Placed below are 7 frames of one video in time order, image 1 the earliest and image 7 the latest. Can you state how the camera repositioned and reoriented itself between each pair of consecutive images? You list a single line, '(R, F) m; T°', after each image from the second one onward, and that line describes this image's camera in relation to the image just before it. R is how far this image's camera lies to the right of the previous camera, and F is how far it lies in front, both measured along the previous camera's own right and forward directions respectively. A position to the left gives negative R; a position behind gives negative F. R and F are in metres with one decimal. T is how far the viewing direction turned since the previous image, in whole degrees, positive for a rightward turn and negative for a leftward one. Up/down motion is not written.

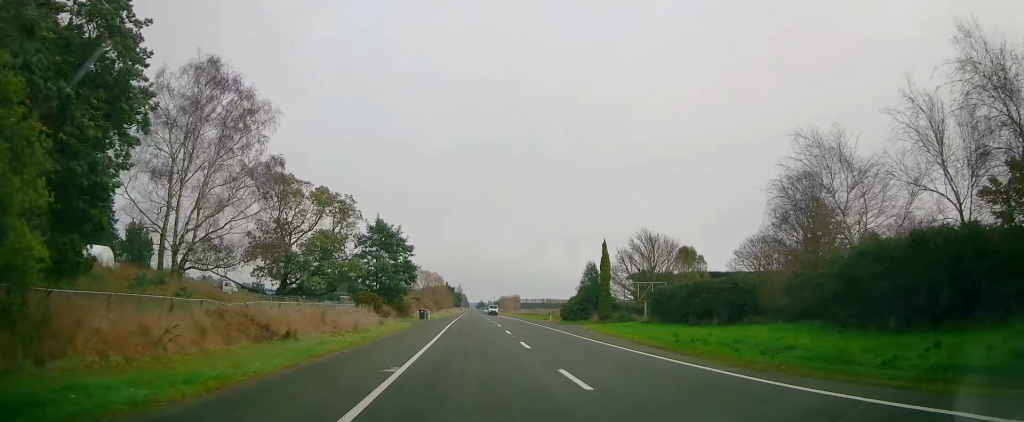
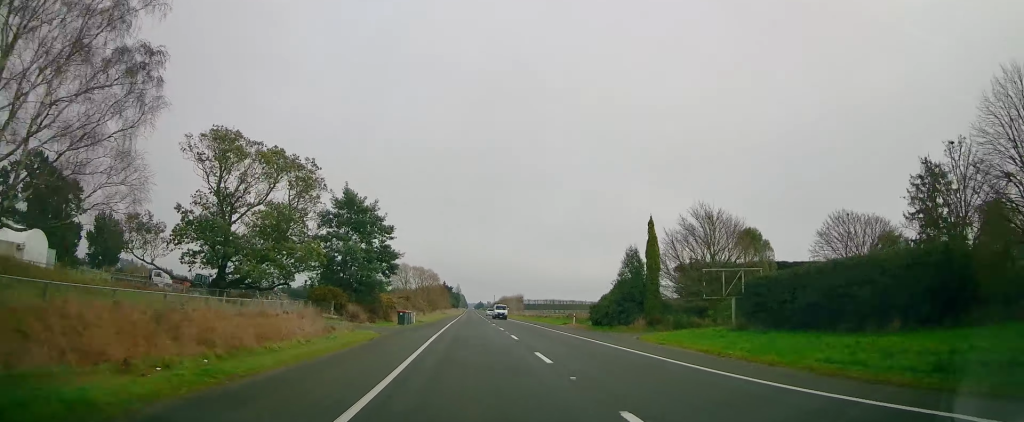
(0.0, +15.4) m; 0°
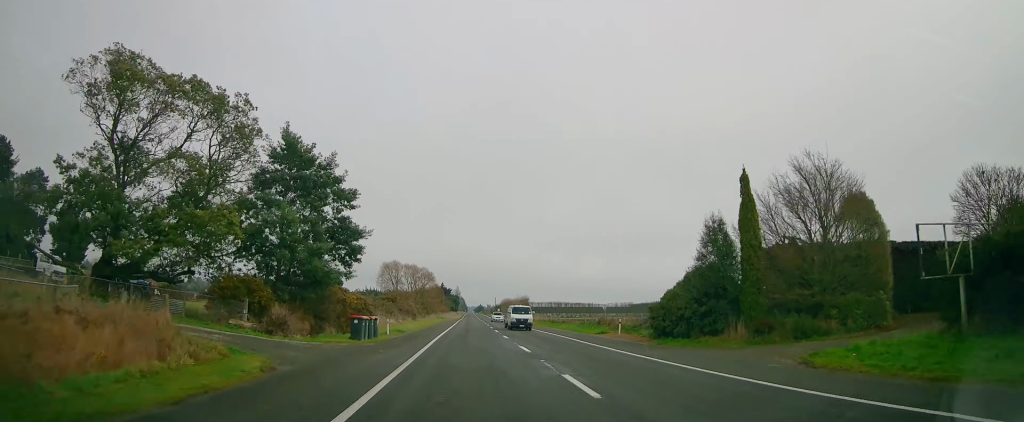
(0.0, +15.4) m; 0°
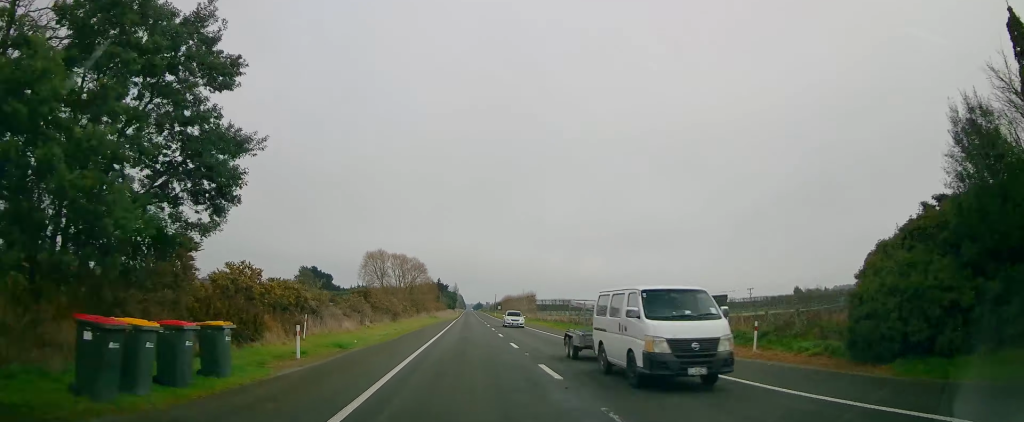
(0.0, +17.1) m; 0°
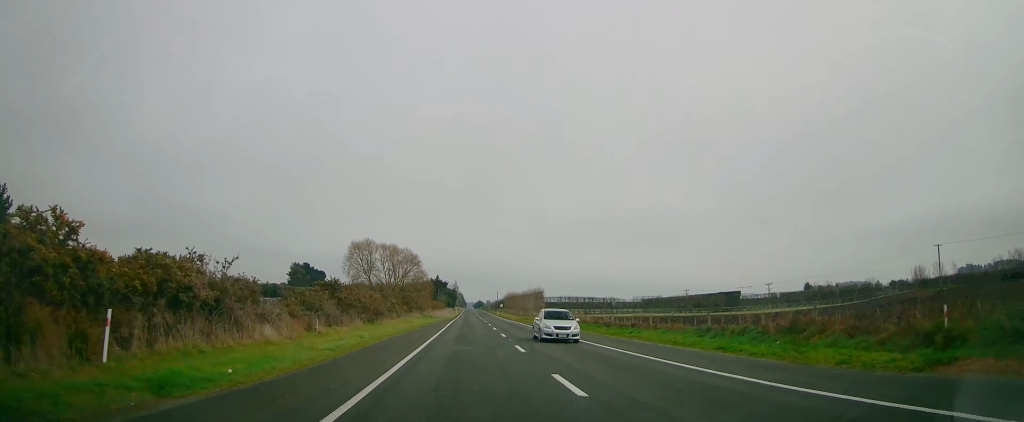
(0.0, +12.6) m; 0°
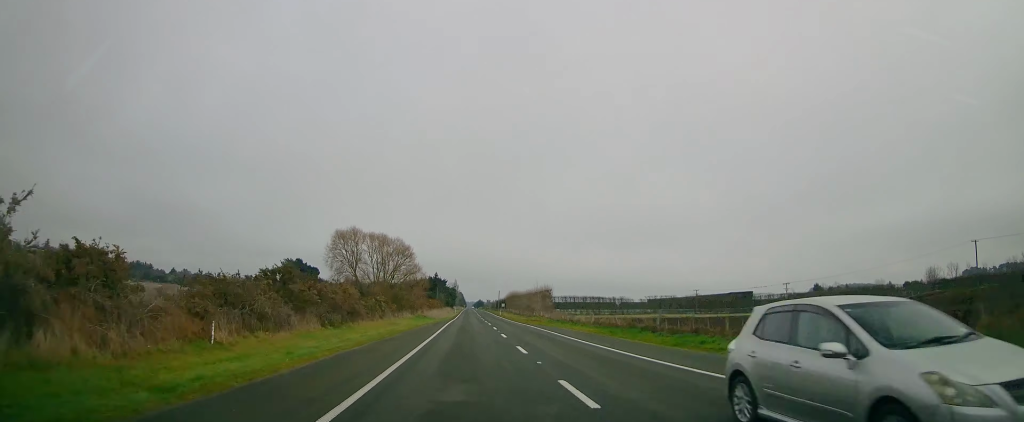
(0.0, +11.7) m; 0°
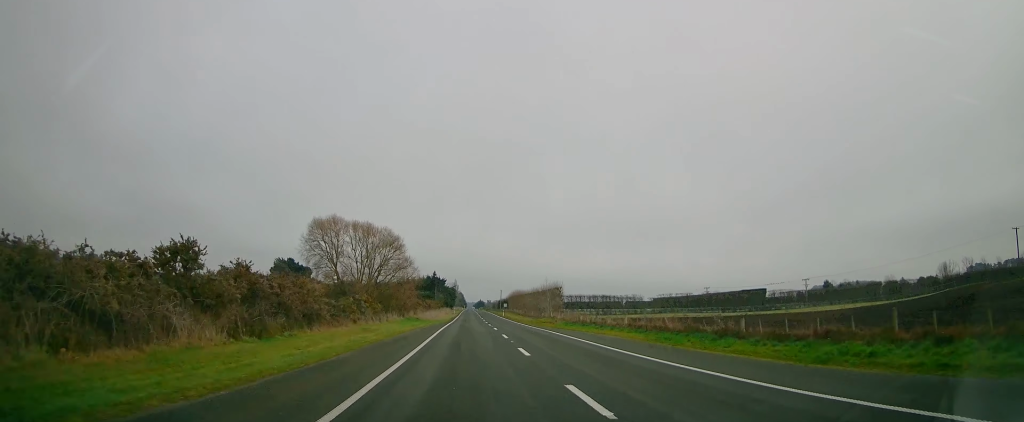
(+0.1, +10.8) m; 0°
